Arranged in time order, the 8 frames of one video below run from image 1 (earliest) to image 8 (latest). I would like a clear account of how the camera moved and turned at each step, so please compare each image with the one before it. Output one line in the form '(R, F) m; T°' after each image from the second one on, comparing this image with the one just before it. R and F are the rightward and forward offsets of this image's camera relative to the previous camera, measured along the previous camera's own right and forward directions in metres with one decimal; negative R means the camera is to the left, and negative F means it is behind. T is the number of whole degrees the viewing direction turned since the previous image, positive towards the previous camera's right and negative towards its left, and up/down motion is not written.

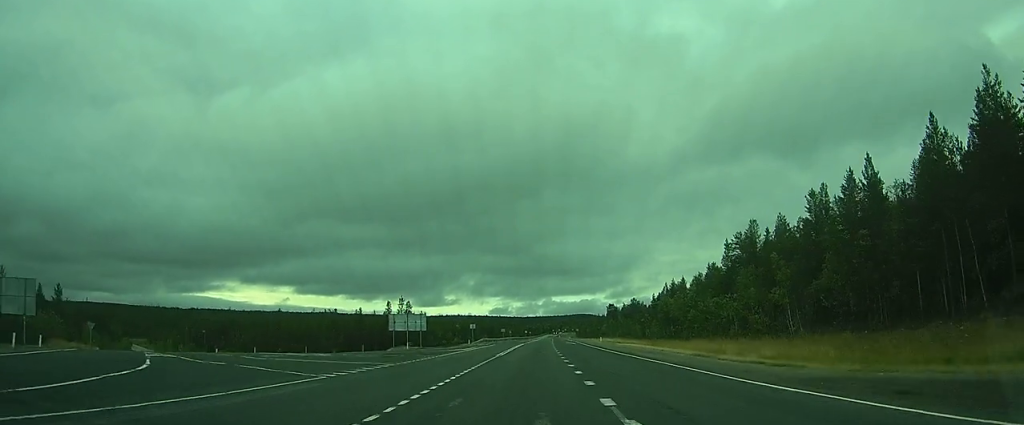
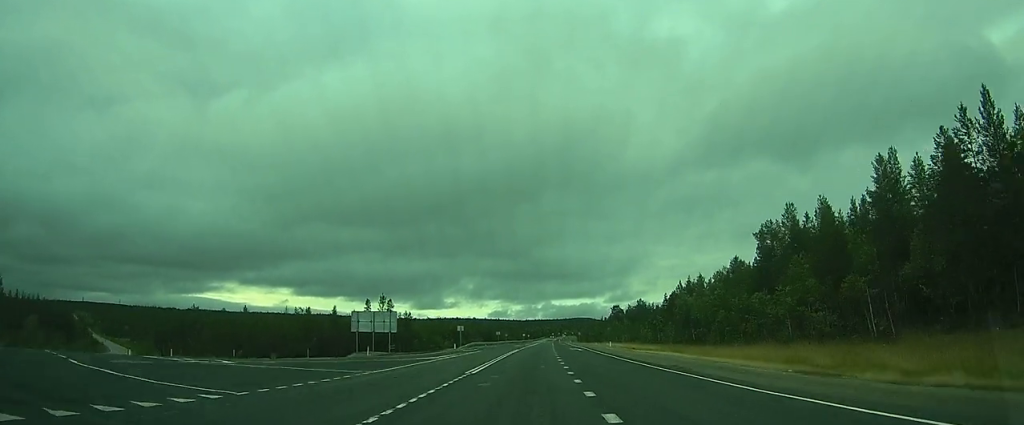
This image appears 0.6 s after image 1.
(0.0, +14.3) m; 0°
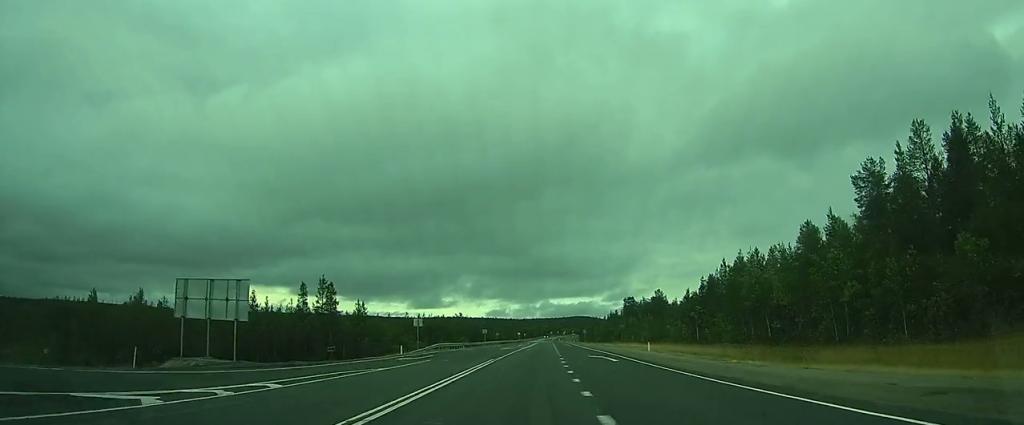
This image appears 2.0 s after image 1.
(+0.2, +28.9) m; +1°
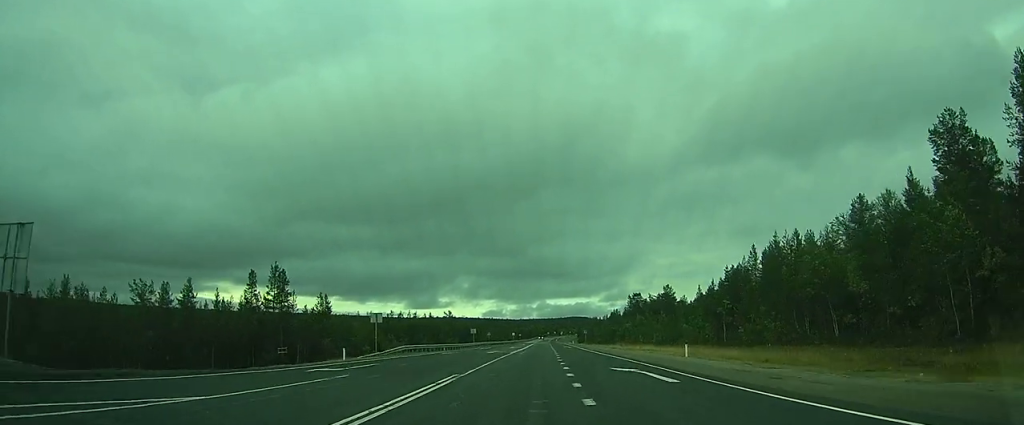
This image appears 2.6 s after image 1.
(+0.1, +13.2) m; 0°
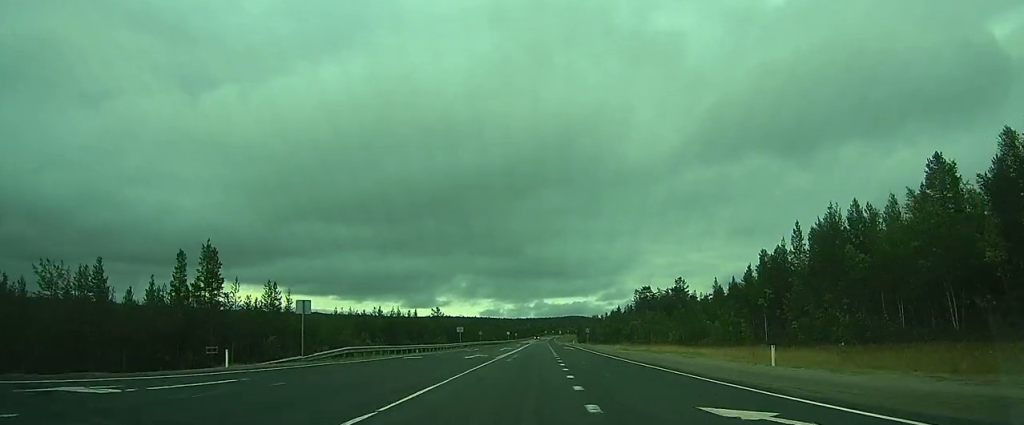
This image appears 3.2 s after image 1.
(0.0, +13.1) m; 0°
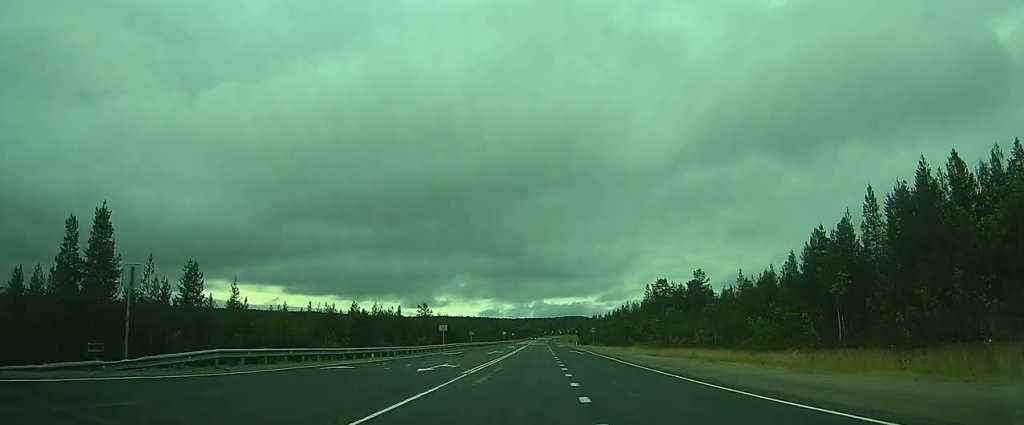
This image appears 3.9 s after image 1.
(0.0, +13.5) m; 0°
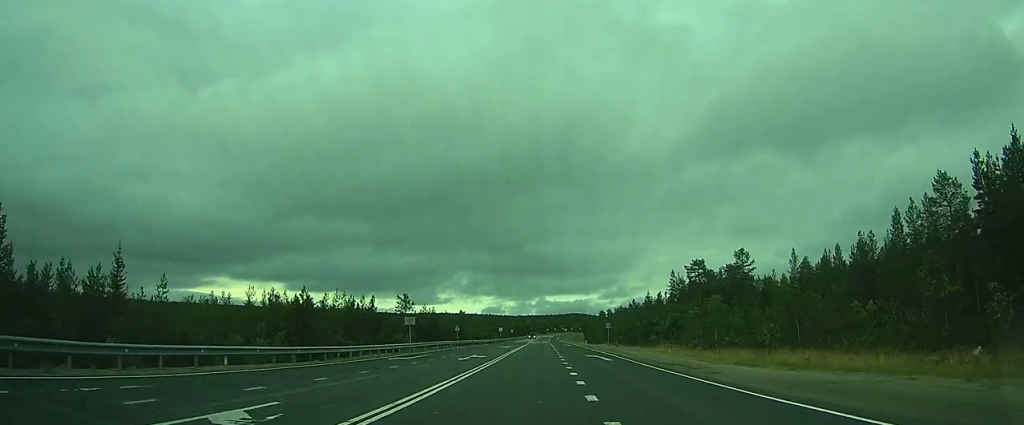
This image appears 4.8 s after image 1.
(0.0, +18.9) m; 0°
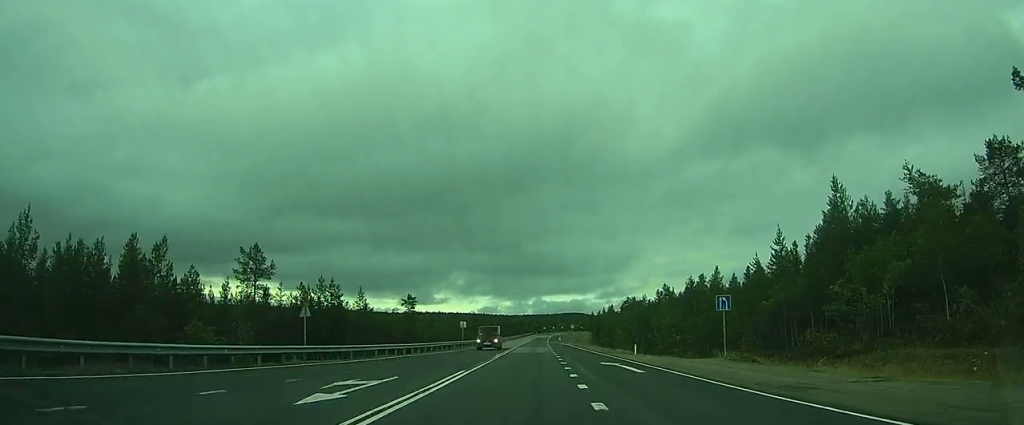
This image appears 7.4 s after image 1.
(-0.4, +52.0) m; -1°
